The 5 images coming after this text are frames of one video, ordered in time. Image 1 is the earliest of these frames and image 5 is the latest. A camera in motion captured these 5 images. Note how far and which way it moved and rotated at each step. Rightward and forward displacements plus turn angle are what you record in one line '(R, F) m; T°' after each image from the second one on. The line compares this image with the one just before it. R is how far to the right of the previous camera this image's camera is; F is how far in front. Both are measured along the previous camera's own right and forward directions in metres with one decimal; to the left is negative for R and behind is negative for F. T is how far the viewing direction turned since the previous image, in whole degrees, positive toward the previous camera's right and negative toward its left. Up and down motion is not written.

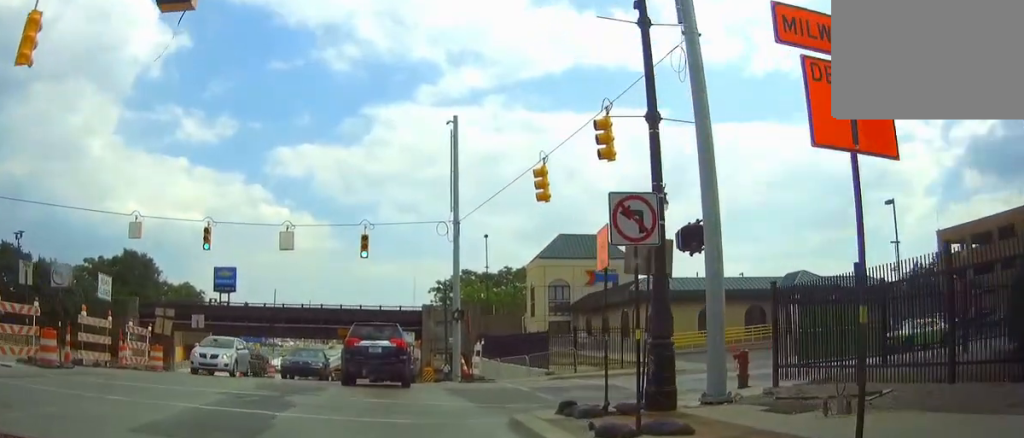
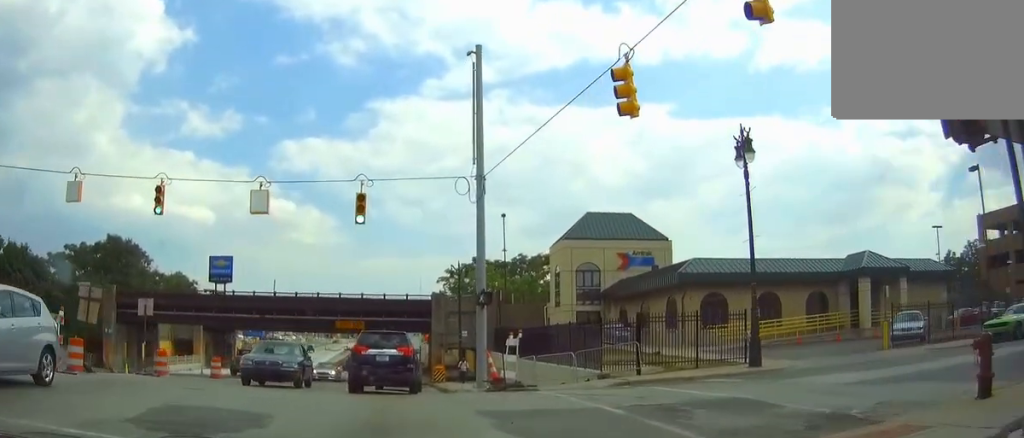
(-0.1, +7.6) m; -1°
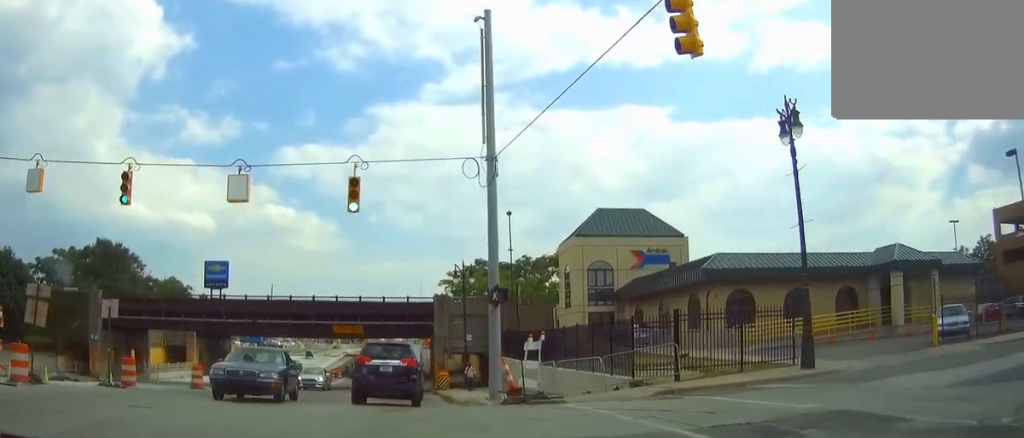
(0.0, +3.2) m; 0°
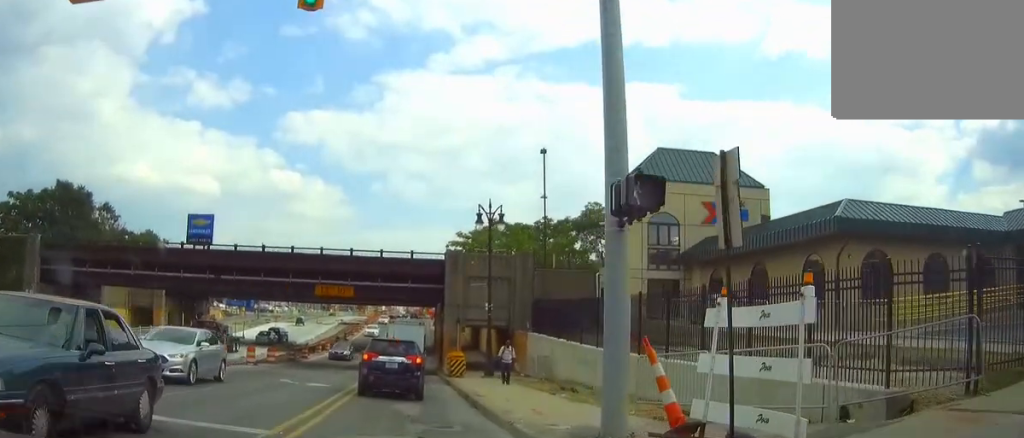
(-0.1, +11.6) m; -1°
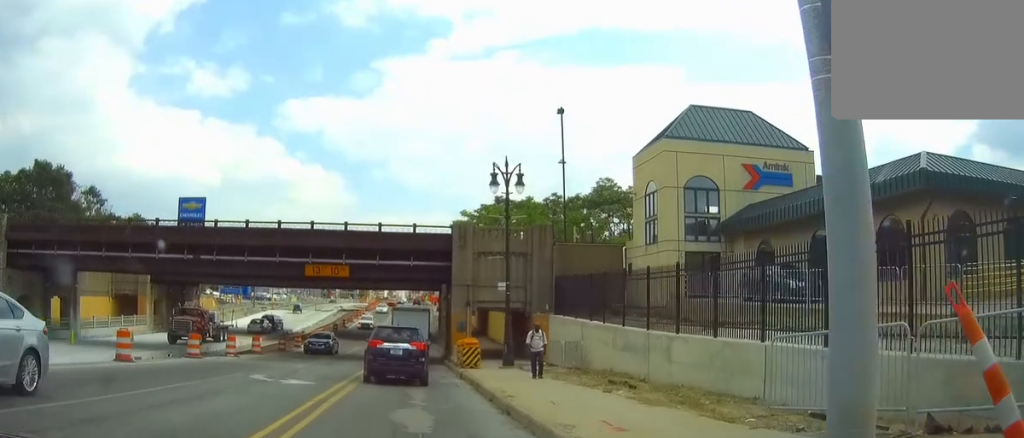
(0.0, +5.0) m; 0°
